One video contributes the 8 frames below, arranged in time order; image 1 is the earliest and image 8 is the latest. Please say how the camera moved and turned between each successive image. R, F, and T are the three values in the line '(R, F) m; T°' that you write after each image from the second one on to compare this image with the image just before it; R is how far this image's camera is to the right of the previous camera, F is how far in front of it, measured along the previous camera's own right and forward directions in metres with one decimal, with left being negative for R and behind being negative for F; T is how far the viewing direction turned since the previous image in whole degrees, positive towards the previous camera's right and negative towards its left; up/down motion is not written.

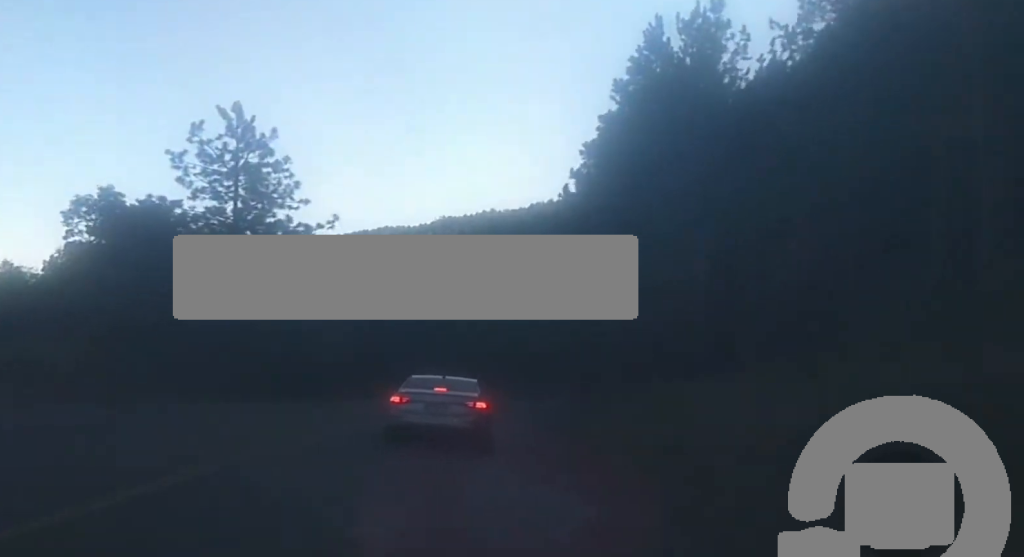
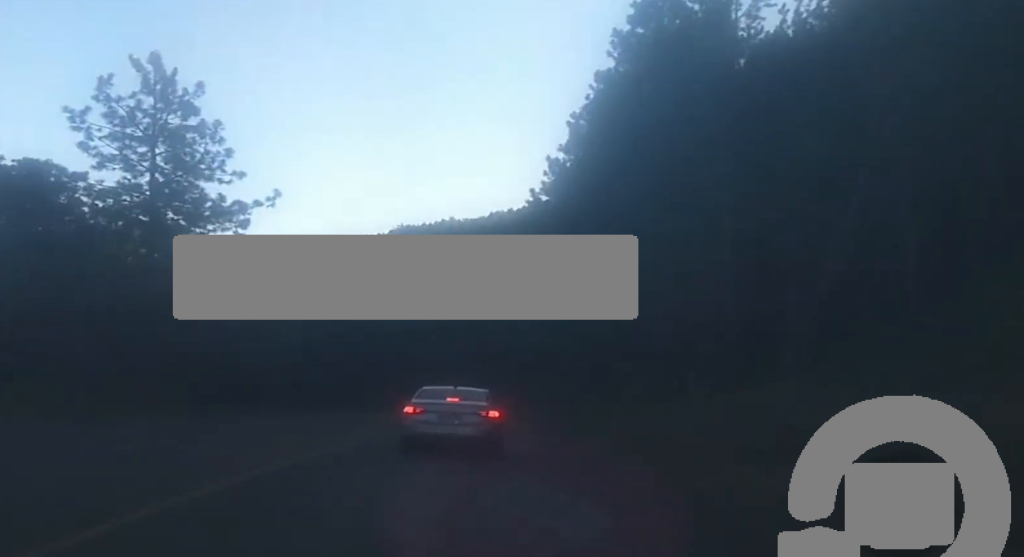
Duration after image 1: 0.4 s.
(-0.6, +8.6) m; +1°
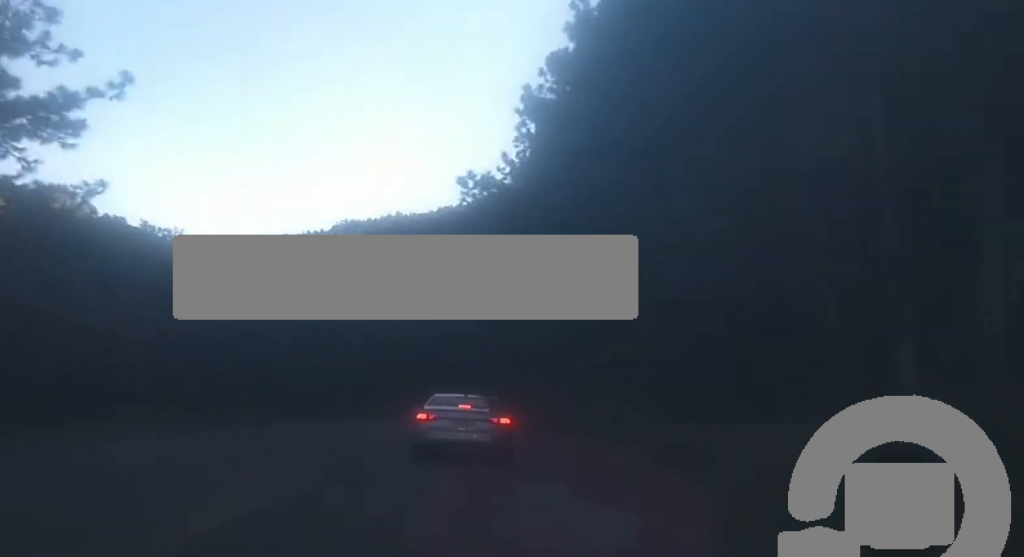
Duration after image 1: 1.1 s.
(+1.2, +15.4) m; +6°
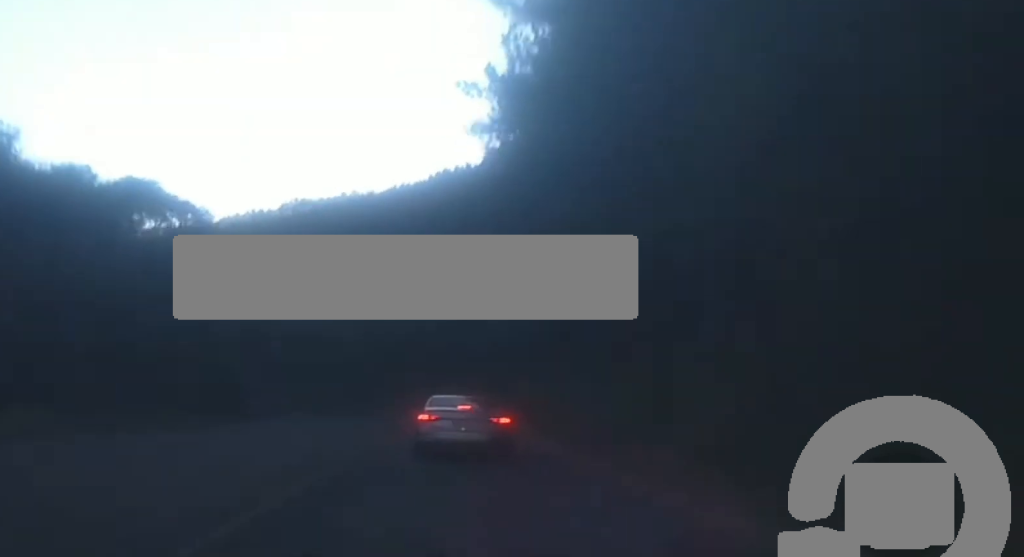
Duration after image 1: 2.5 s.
(+2.3, +28.4) m; +10°
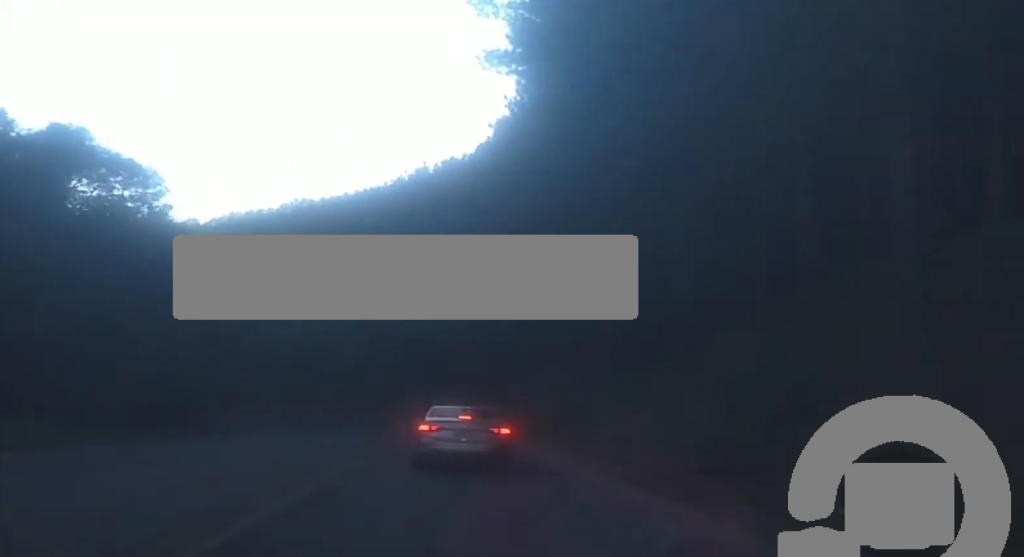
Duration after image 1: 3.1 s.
(+0.8, +11.6) m; 0°
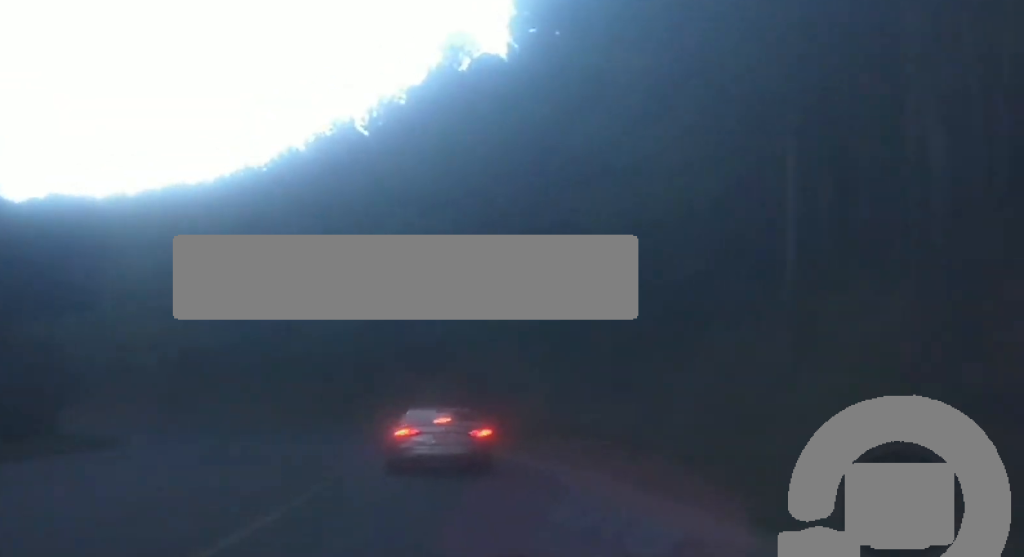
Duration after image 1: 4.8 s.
(-1.0, +34.3) m; -3°
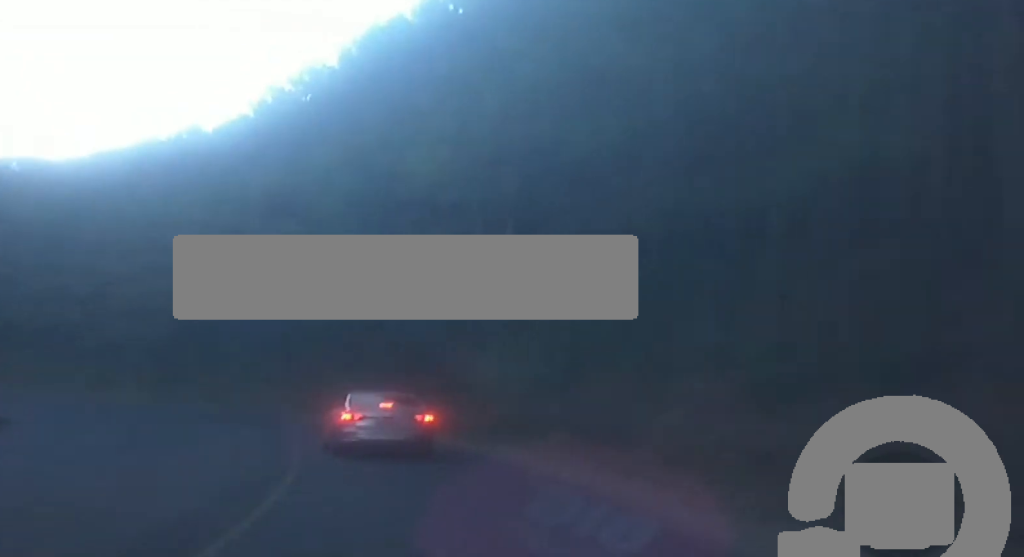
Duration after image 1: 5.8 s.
(+0.1, +19.8) m; -2°
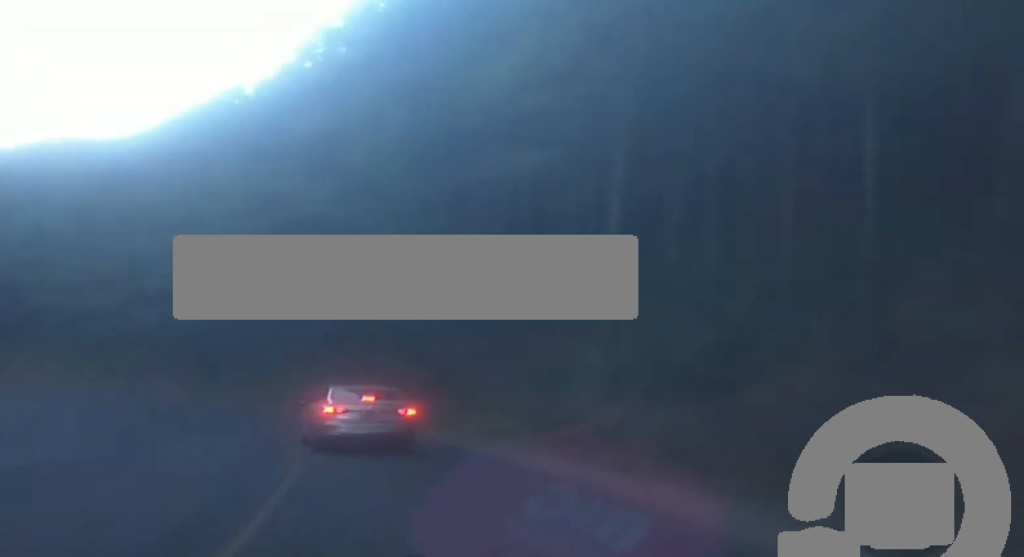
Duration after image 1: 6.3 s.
(0.0, +9.7) m; -3°
